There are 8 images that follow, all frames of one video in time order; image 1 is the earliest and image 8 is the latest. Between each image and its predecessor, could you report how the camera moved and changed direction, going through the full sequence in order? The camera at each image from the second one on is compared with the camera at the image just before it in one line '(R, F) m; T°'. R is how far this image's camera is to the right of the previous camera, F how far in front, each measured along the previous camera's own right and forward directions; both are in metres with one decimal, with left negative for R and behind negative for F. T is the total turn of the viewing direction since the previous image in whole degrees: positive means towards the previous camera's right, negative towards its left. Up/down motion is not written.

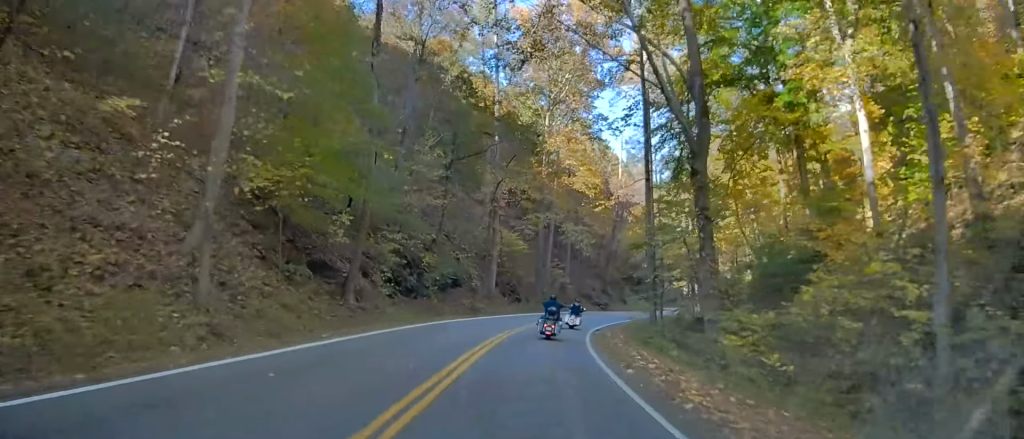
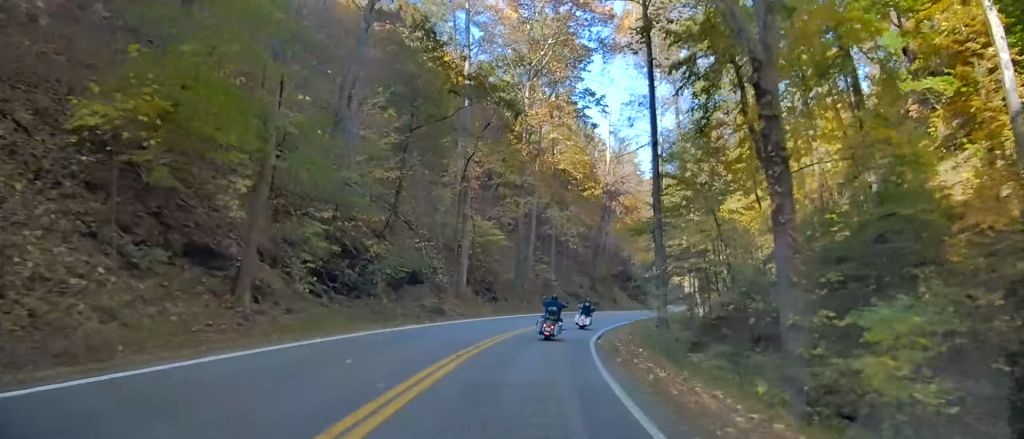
(+0.4, +9.8) m; +2°
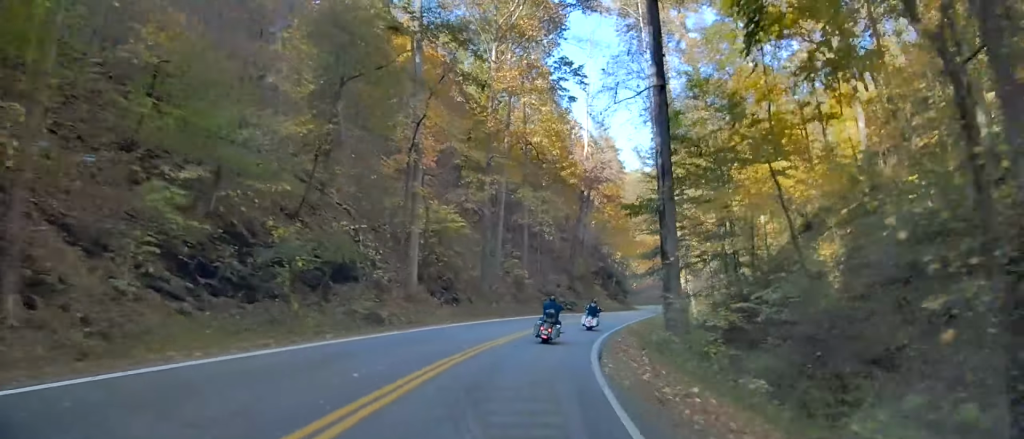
(+0.1, +9.8) m; +3°
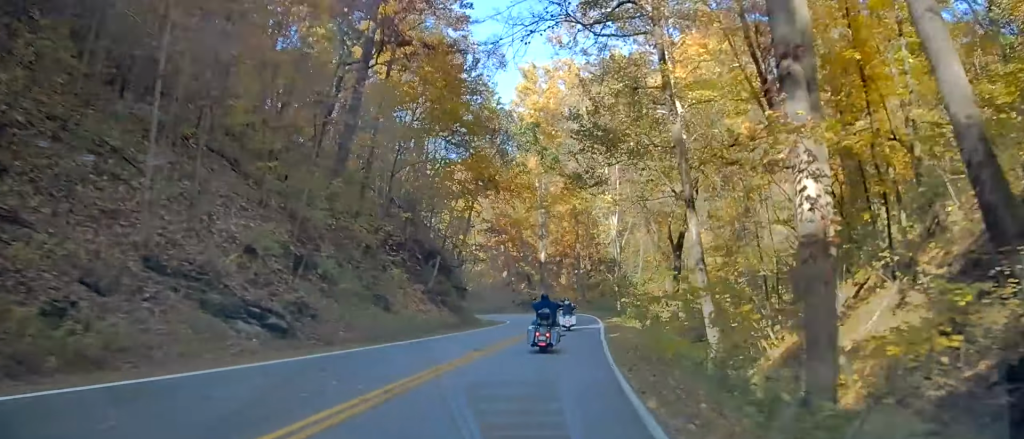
(+3.7, +48.2) m; +11°
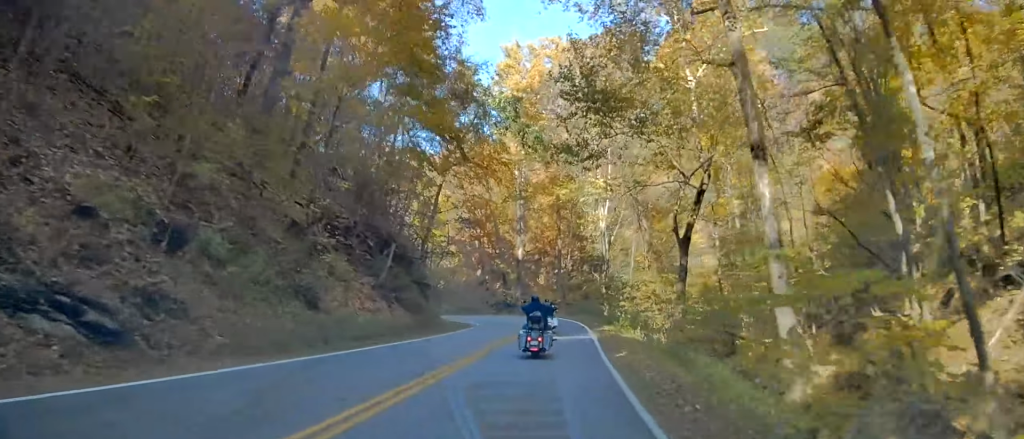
(+0.2, +7.7) m; +2°
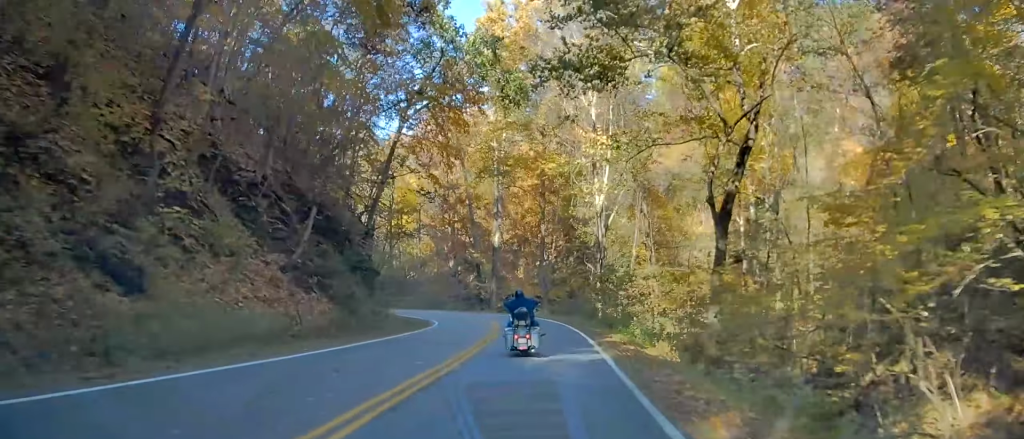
(+0.1, +10.6) m; +1°
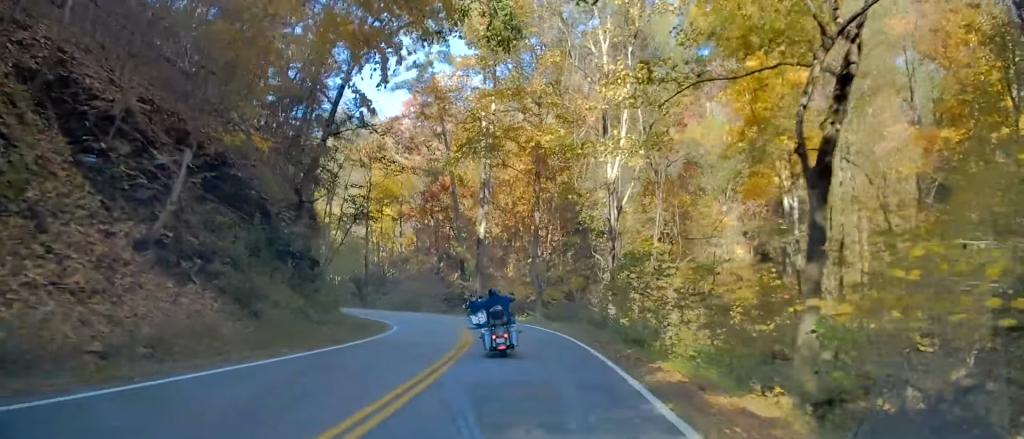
(0.0, +9.9) m; -1°
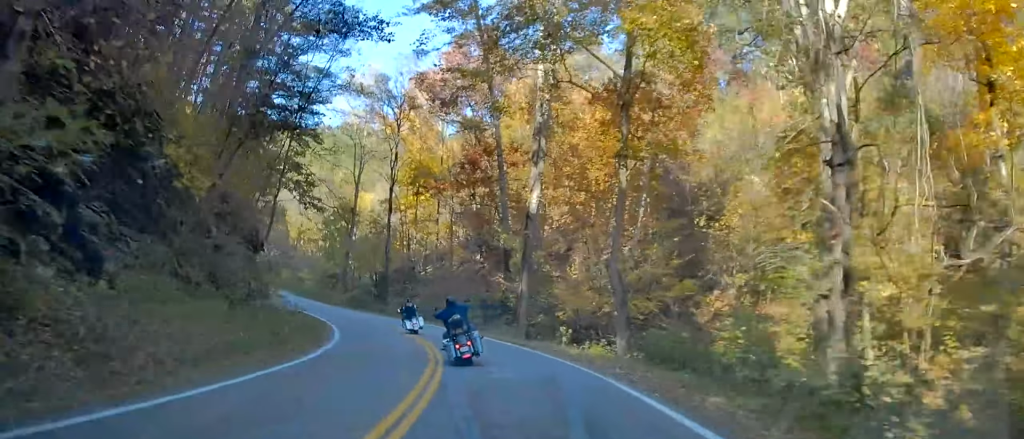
(-0.5, +20.7) m; -6°
